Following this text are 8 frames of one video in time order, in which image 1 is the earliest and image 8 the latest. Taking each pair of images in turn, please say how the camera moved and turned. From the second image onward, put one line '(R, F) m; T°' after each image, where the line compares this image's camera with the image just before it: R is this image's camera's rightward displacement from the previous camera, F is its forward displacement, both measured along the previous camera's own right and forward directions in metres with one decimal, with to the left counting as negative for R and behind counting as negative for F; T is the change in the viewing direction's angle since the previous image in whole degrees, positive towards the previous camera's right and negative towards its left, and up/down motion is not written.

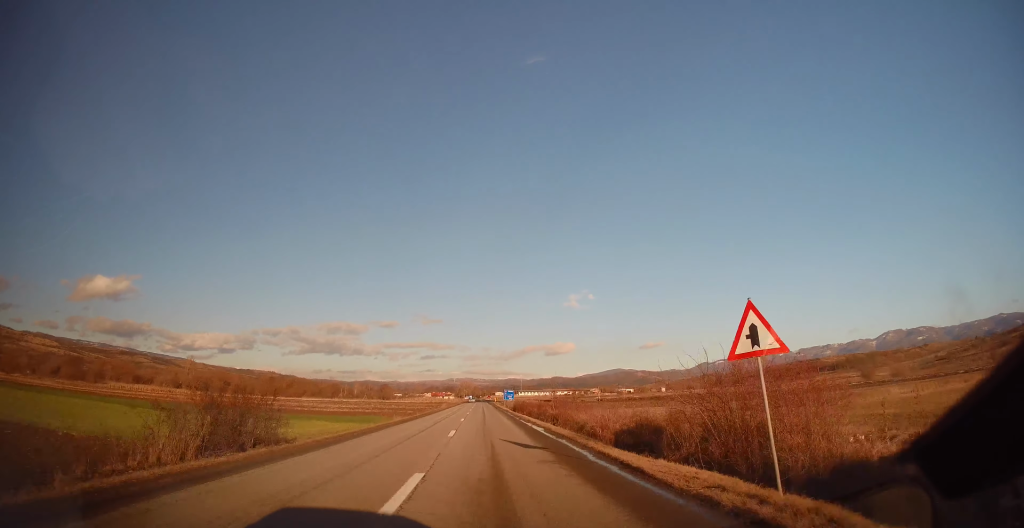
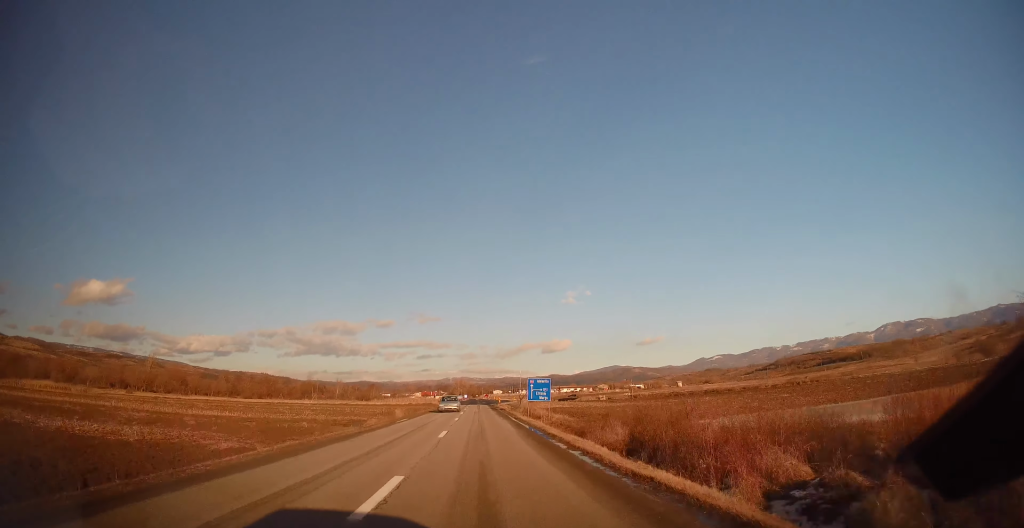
(+0.1, +58.4) m; 0°
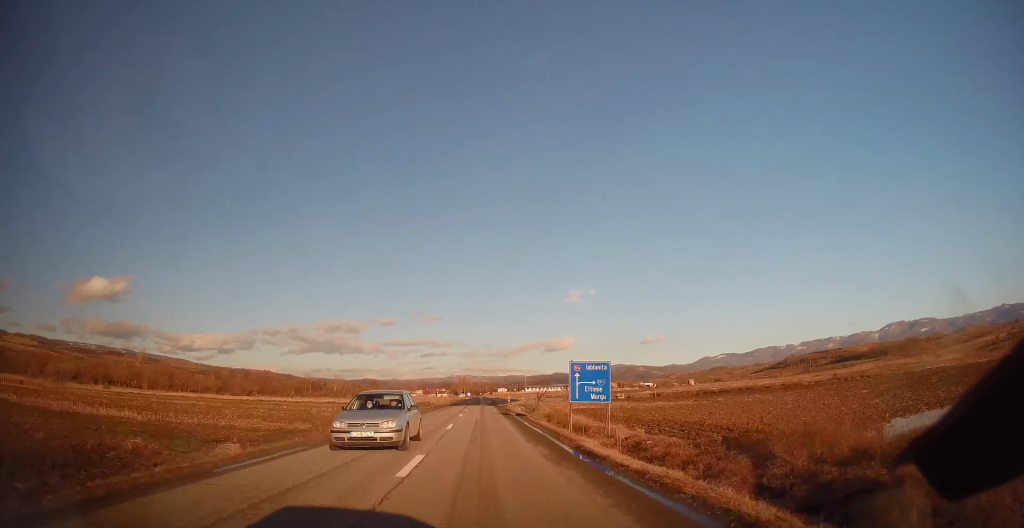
(-0.1, +19.9) m; -1°
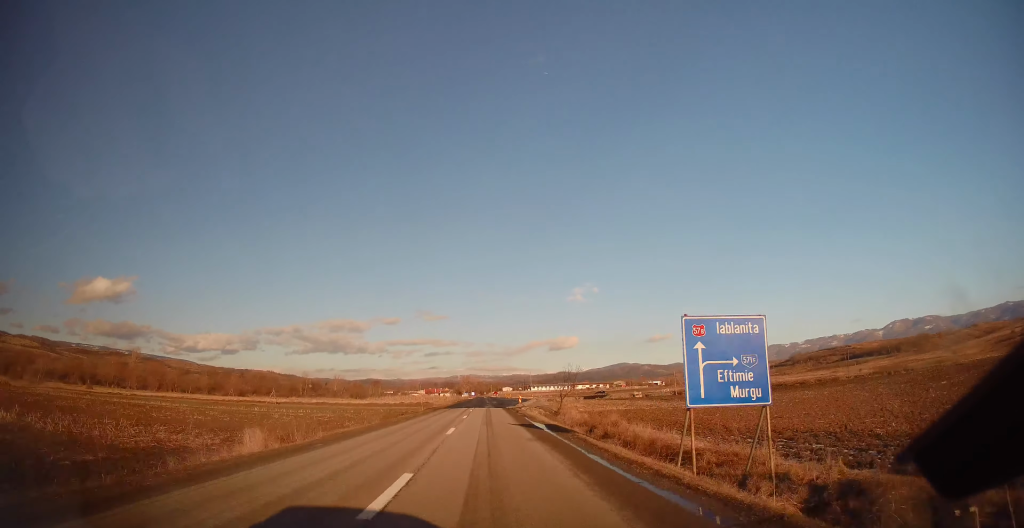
(-0.1, +14.4) m; 0°
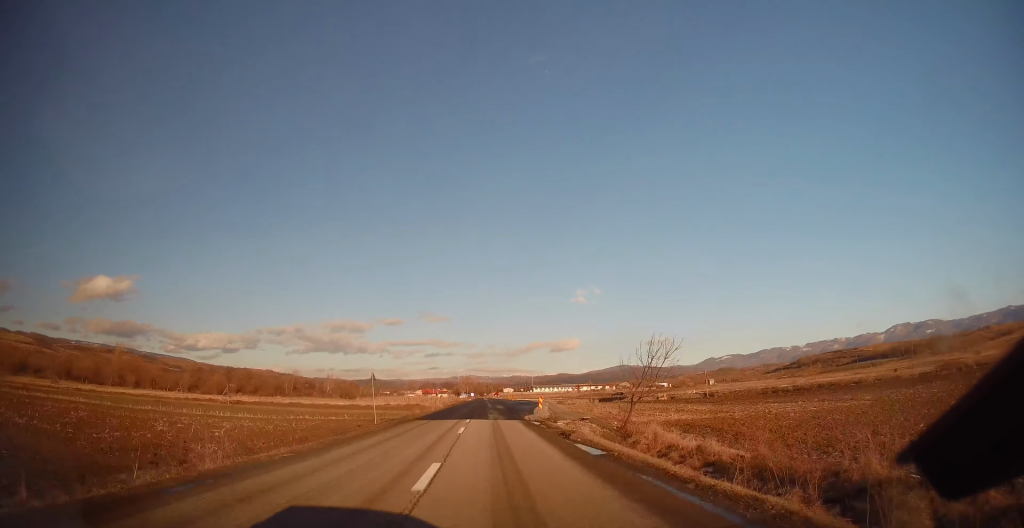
(0.0, +21.5) m; +1°
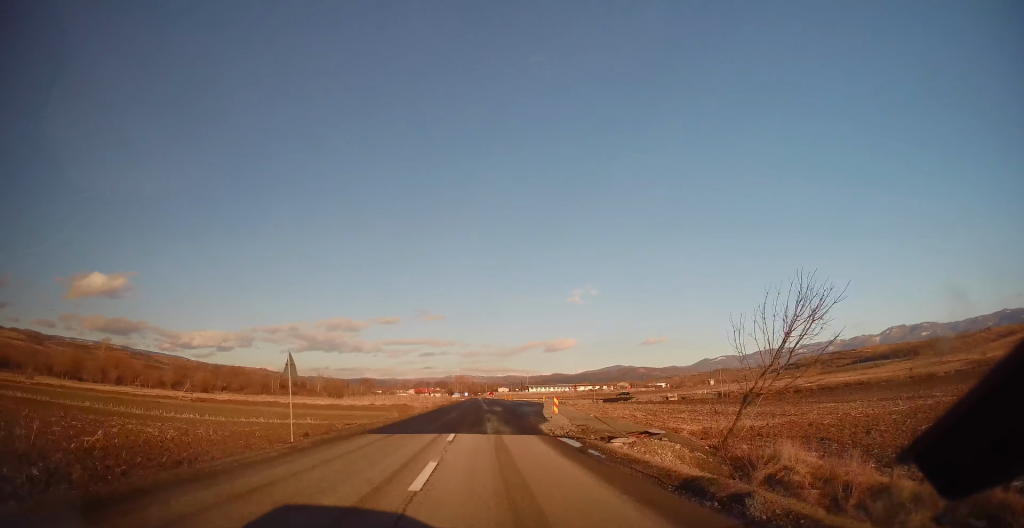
(+0.1, +11.5) m; 0°
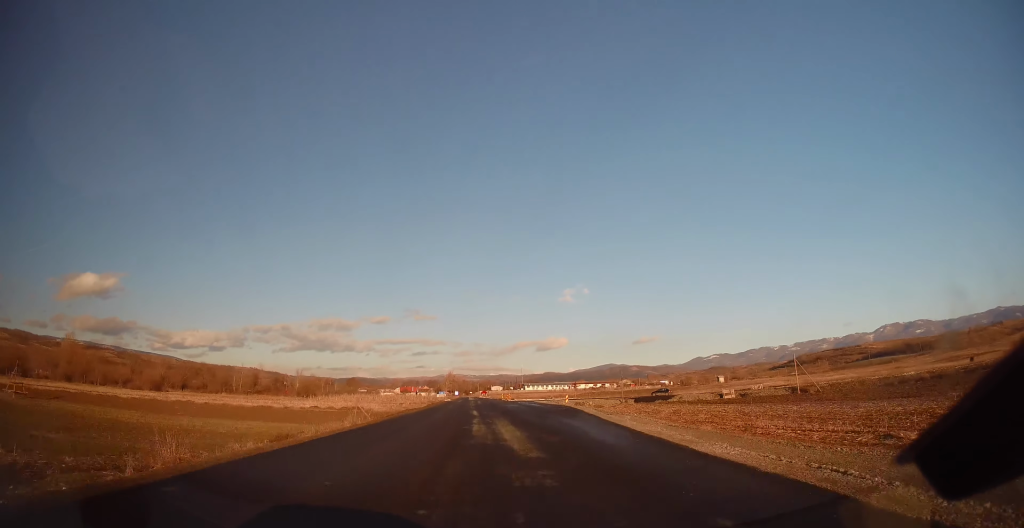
(+0.2, +34.0) m; 0°
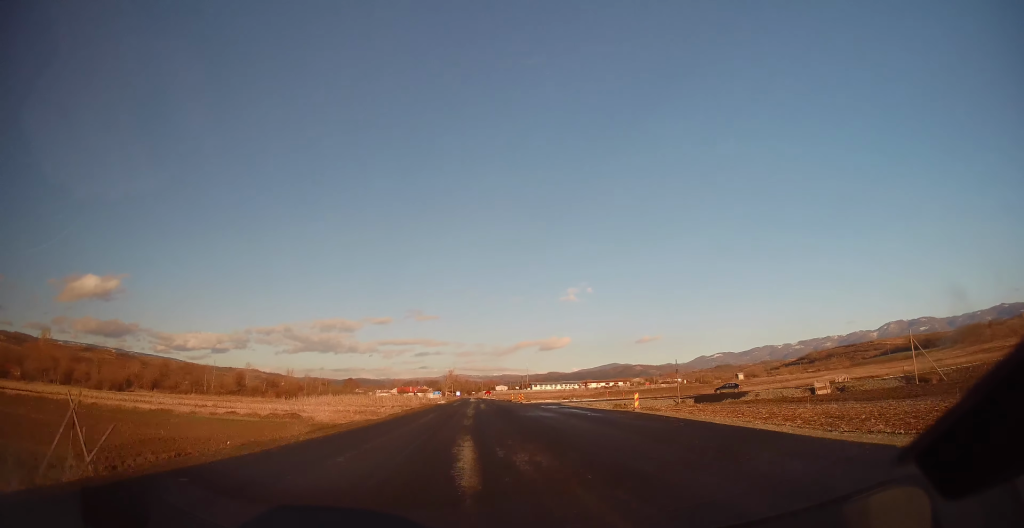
(-0.1, +27.8) m; 0°
